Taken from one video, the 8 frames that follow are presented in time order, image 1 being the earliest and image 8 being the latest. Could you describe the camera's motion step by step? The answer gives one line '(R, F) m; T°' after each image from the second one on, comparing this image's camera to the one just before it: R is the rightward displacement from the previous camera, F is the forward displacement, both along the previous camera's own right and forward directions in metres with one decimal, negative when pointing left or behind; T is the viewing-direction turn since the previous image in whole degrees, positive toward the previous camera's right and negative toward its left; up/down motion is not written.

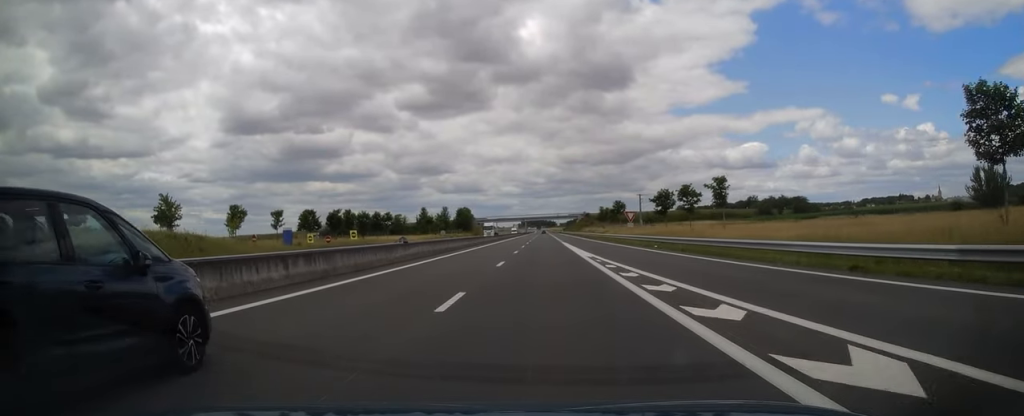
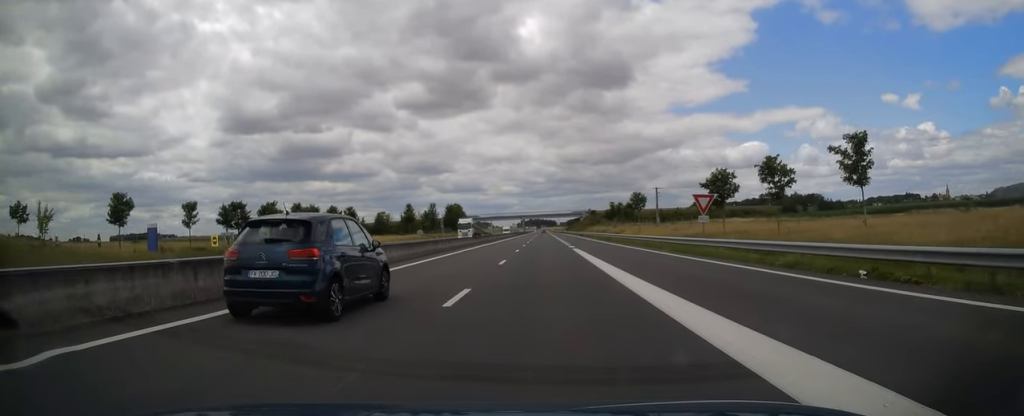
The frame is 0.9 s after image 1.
(-0.2, +25.5) m; 0°
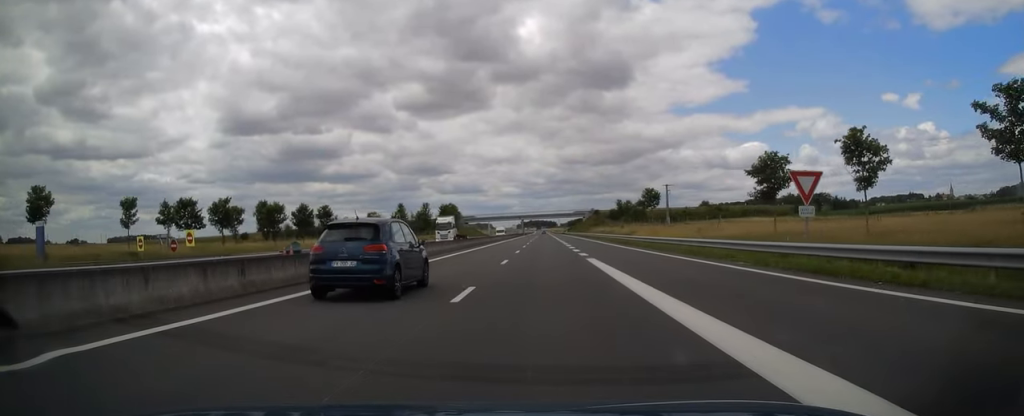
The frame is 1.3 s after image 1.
(-0.2, +12.2) m; 0°
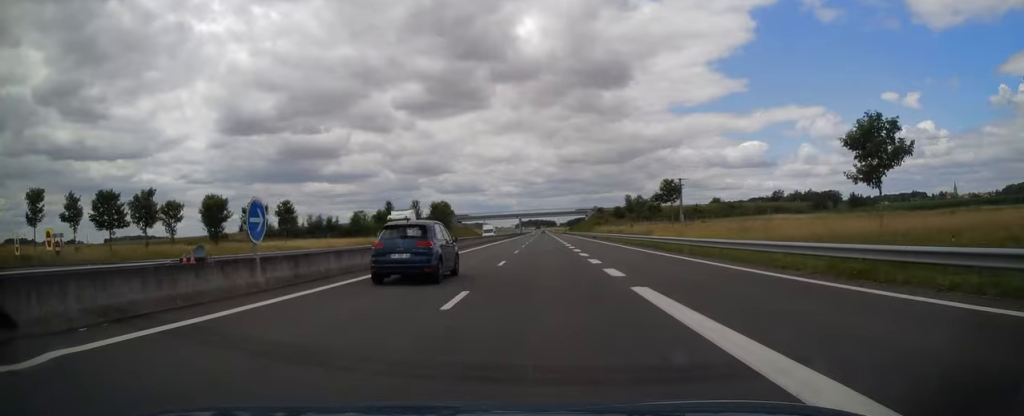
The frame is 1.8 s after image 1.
(+0.2, +14.2) m; 0°
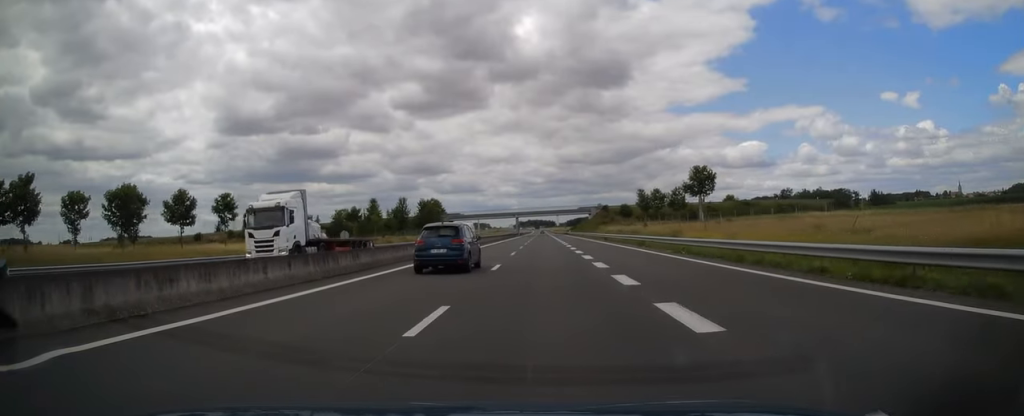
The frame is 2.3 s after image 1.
(+0.1, +15.7) m; 0°
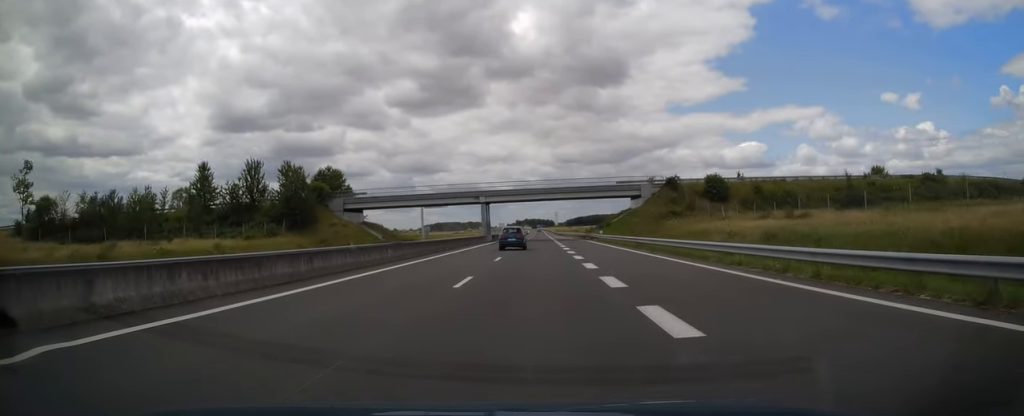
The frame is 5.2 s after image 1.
(-0.8, +84.6) m; 0°
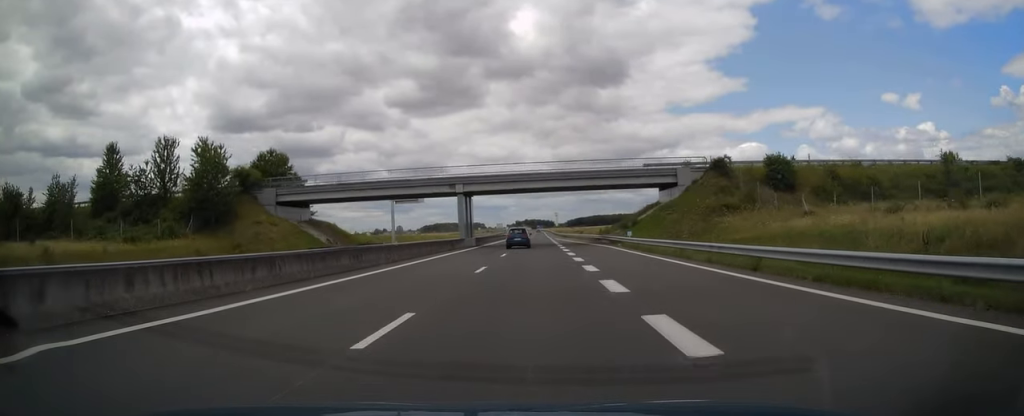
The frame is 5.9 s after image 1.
(0.0, +20.5) m; 0°
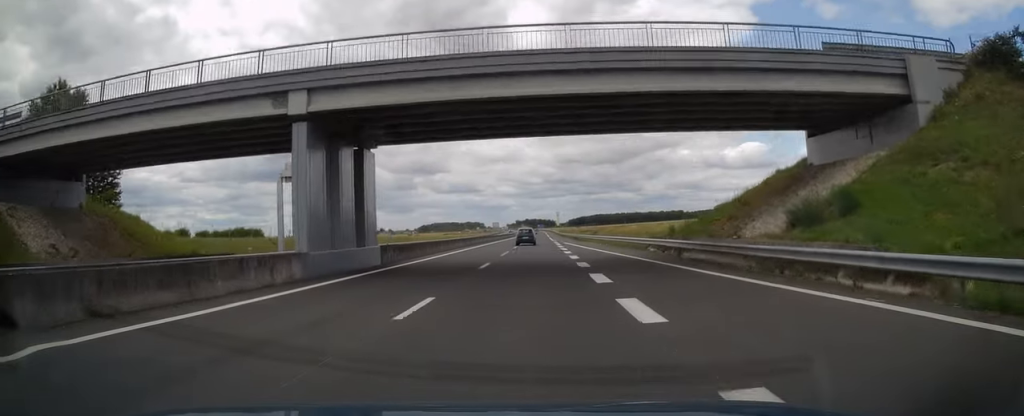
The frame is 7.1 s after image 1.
(0.0, +36.6) m; 0°
